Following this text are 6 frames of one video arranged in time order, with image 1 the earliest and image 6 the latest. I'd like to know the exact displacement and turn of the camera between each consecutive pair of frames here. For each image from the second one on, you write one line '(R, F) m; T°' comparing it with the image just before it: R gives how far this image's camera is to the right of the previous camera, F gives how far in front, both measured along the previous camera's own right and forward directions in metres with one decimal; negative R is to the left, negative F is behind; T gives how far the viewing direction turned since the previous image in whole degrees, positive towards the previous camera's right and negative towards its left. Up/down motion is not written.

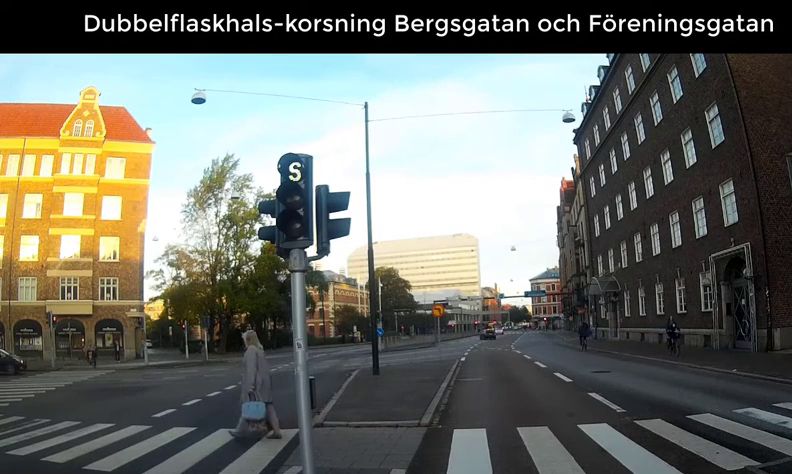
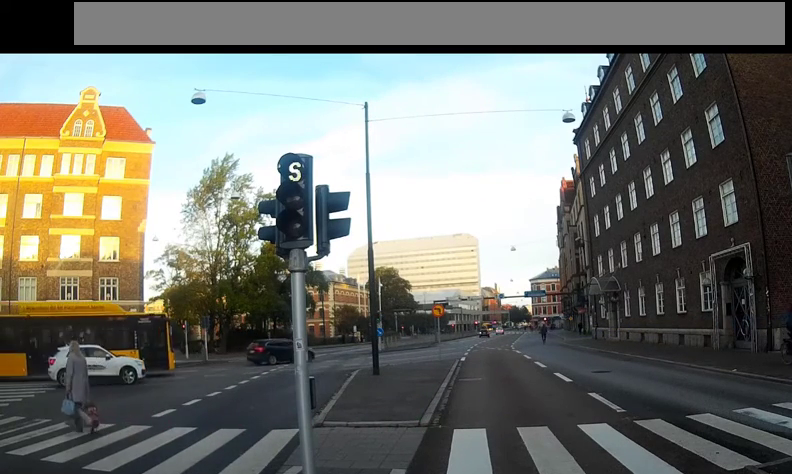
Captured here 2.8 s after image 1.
(0.0, 0.0) m; 0°
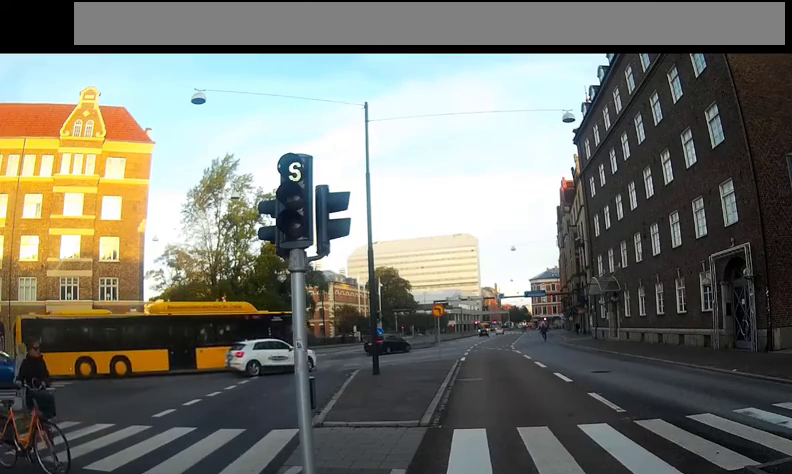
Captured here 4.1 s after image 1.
(0.0, 0.0) m; 0°
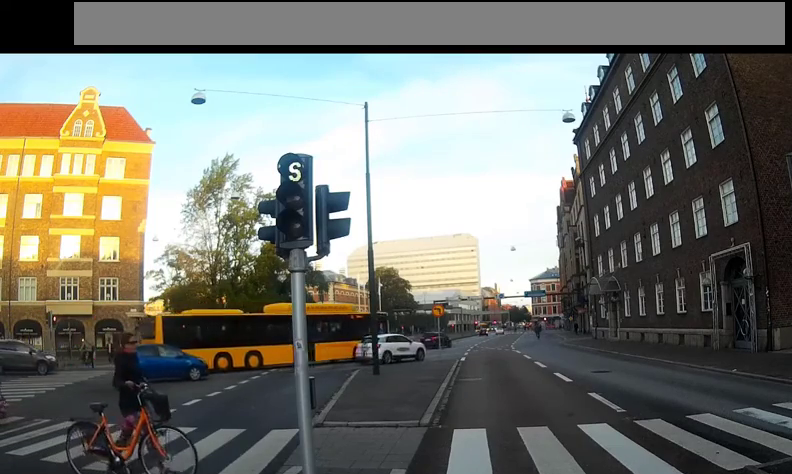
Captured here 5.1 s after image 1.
(0.0, 0.0) m; 0°
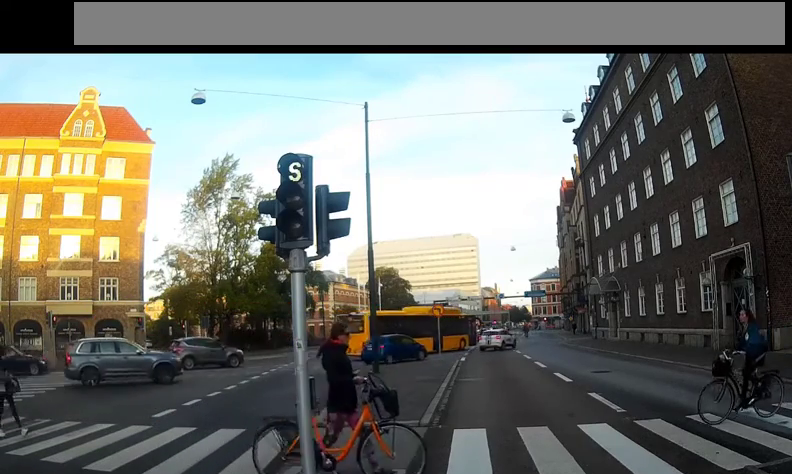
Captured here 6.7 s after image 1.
(0.0, 0.0) m; 0°
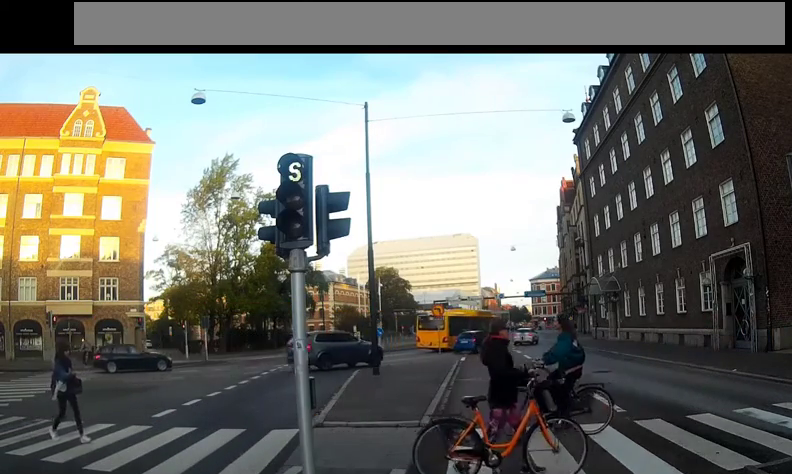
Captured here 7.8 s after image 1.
(0.0, 0.0) m; 0°
